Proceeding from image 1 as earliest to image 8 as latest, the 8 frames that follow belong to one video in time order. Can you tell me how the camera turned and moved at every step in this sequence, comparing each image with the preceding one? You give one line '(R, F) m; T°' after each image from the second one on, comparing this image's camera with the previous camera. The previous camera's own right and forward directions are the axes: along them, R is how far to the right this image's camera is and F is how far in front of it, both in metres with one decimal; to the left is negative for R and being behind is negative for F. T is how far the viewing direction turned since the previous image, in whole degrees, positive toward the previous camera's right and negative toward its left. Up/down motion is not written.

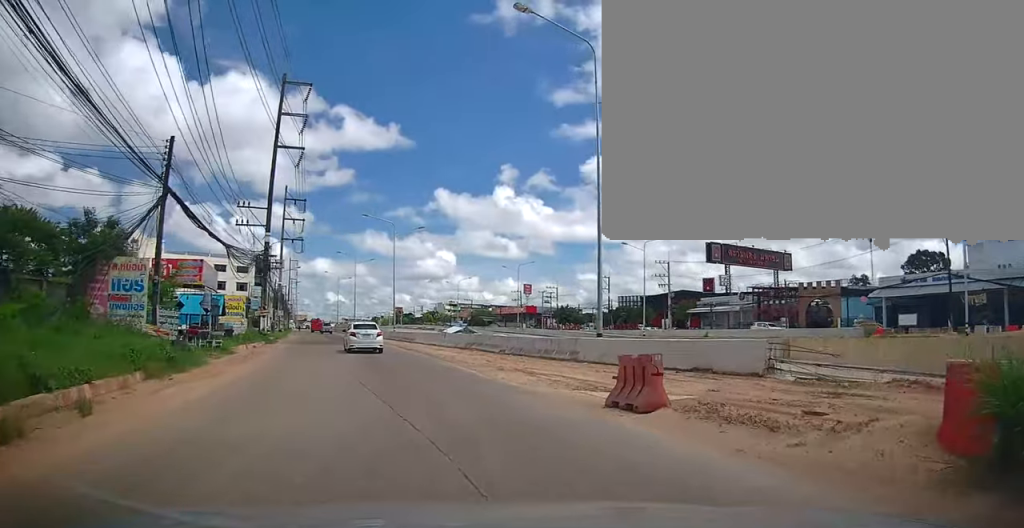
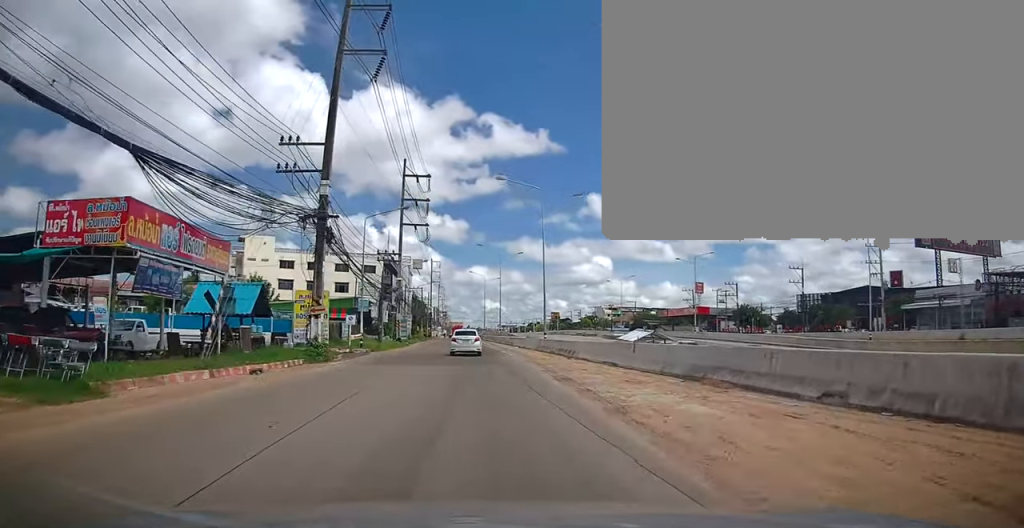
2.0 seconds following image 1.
(-3.8, +16.3) m; -21°
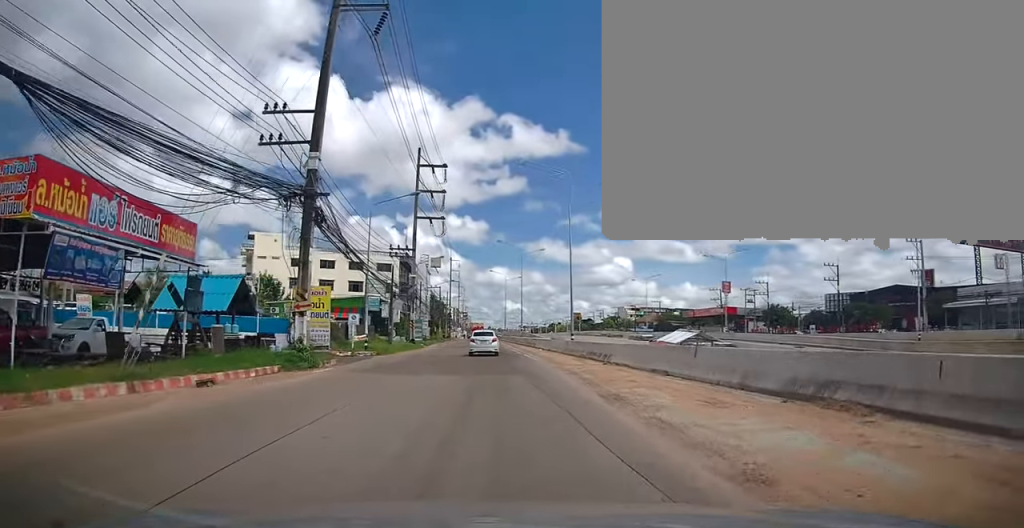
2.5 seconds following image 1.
(0.0, +4.1) m; -2°
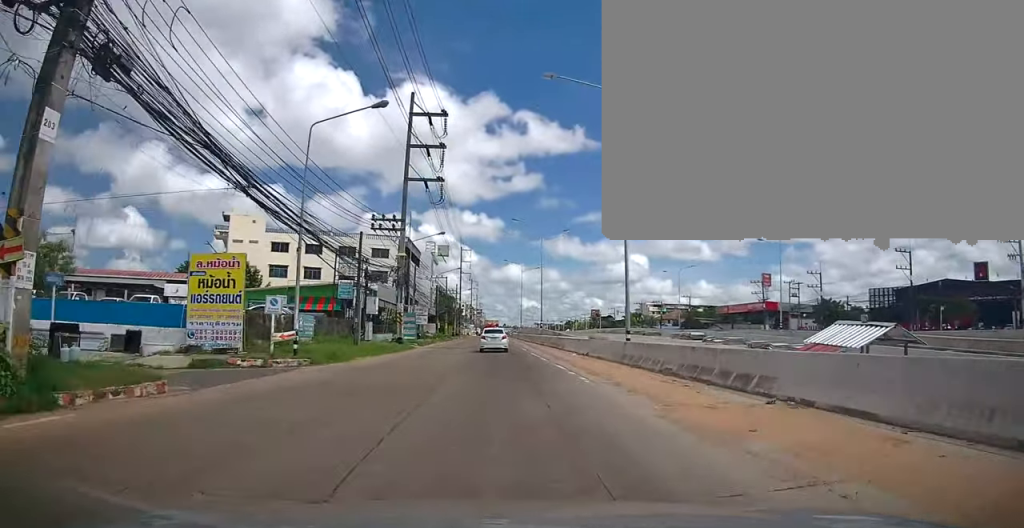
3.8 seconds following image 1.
(-0.4, +13.5) m; -2°
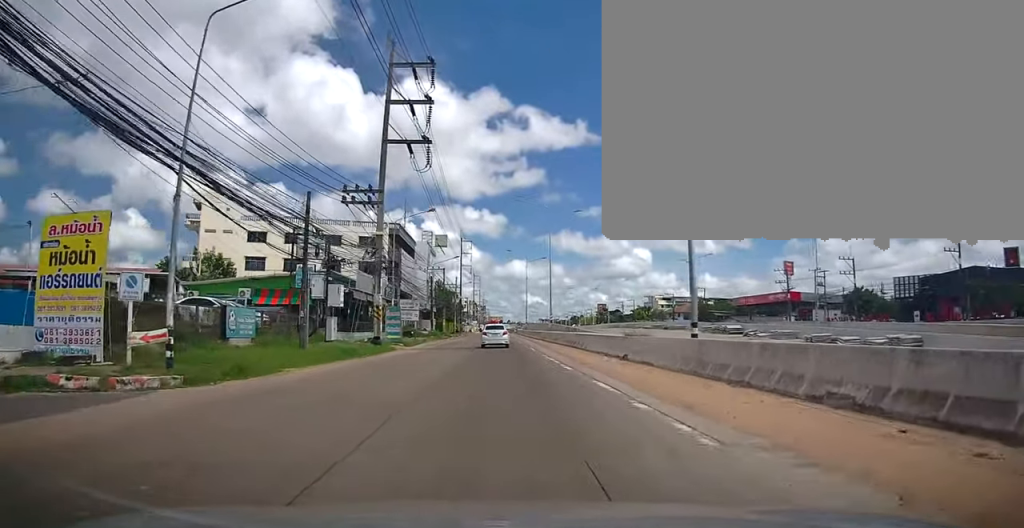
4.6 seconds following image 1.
(0.0, +8.4) m; -1°
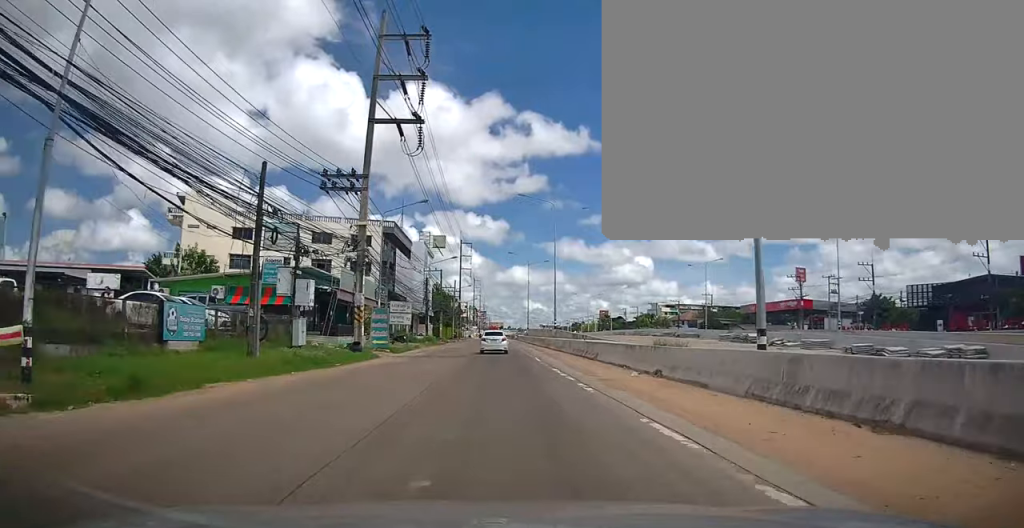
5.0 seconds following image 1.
(0.0, +4.5) m; 0°
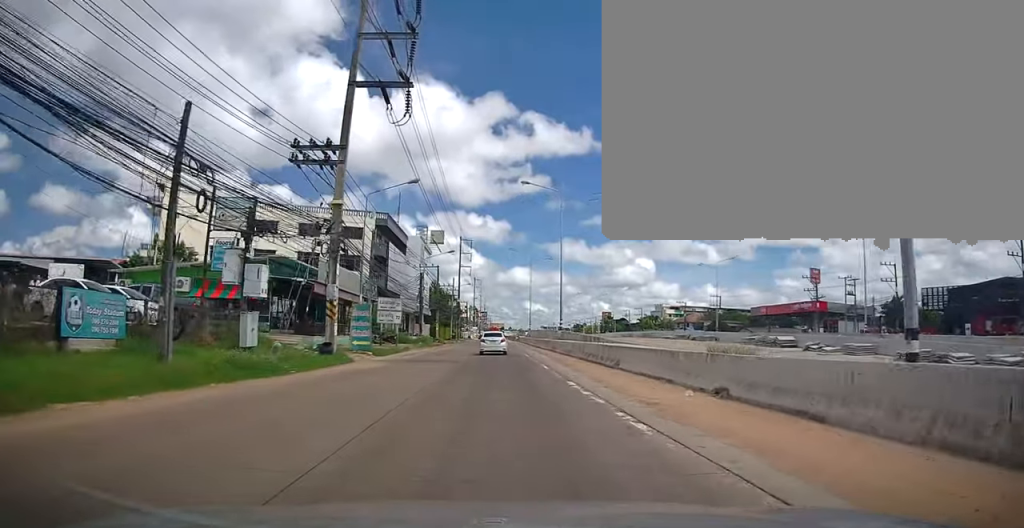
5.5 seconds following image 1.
(0.0, +4.9) m; 0°
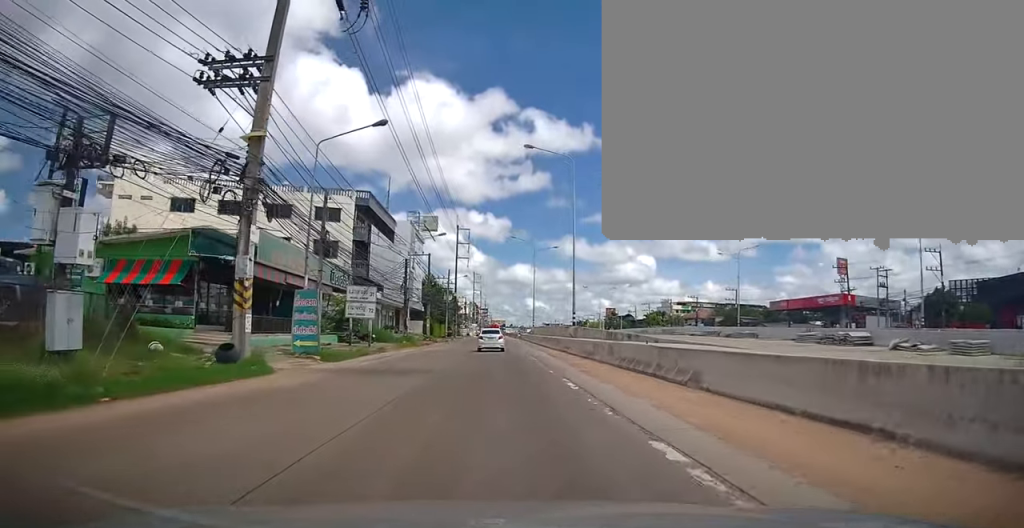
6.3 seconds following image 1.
(0.0, +8.8) m; 0°
